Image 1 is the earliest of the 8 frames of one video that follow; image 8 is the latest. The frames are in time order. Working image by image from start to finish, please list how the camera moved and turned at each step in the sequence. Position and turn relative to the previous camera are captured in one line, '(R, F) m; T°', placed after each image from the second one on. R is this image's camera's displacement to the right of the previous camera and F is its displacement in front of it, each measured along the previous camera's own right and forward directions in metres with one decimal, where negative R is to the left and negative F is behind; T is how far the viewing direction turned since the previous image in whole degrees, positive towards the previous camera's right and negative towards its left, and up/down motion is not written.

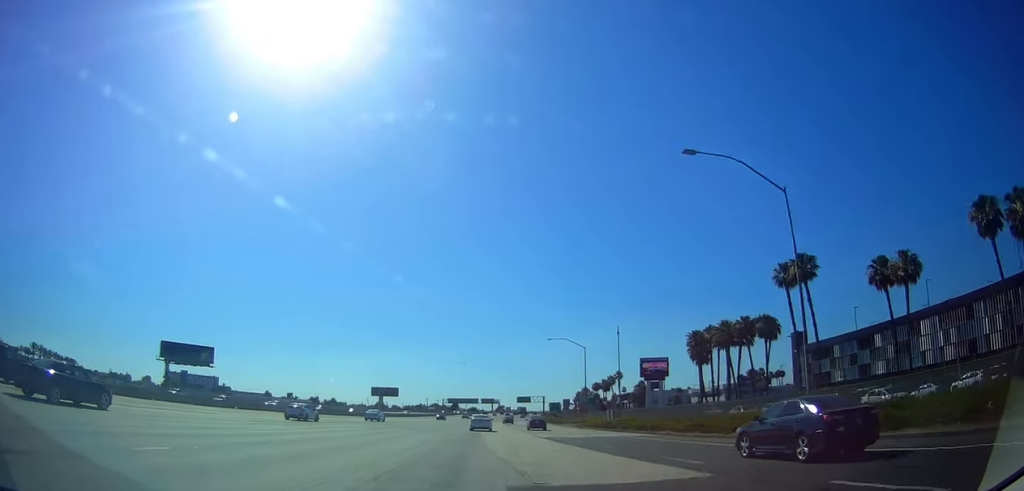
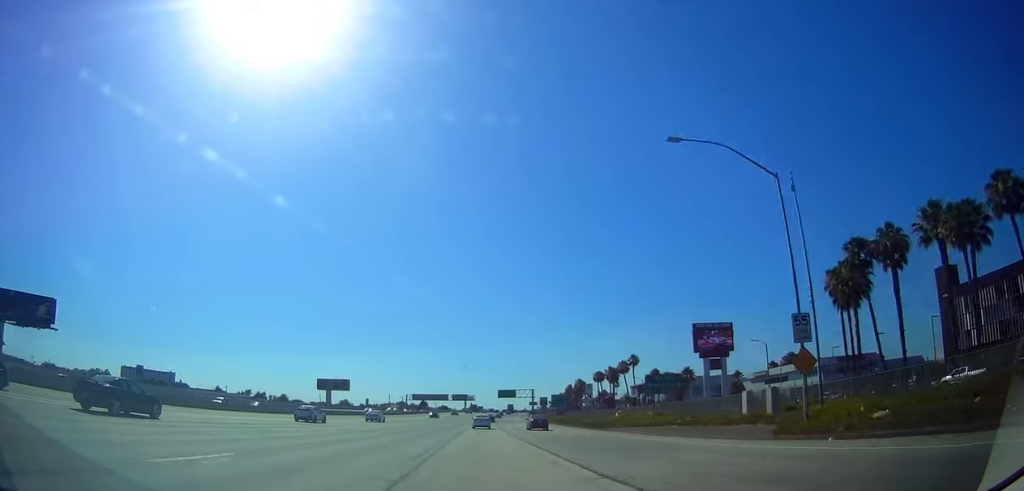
(0.0, +56.3) m; +1°
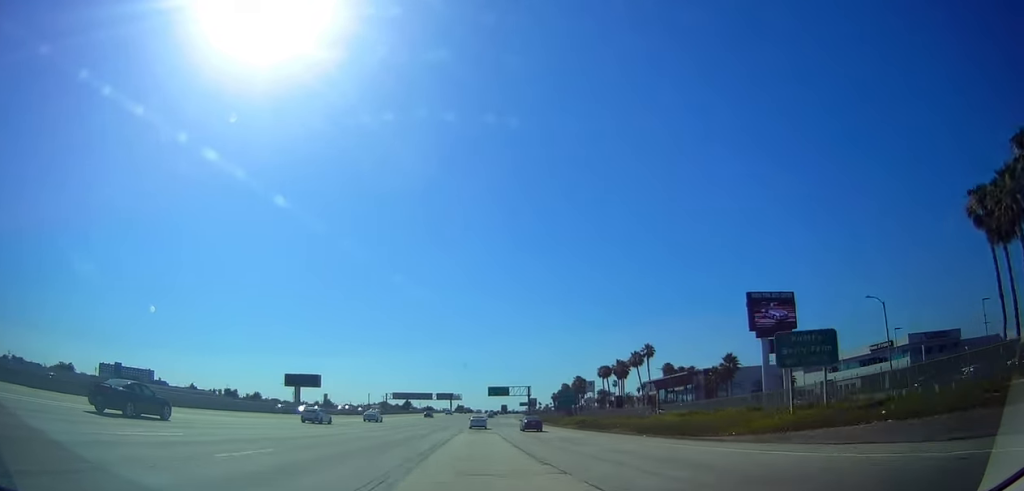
(+0.5, +26.6) m; +2°
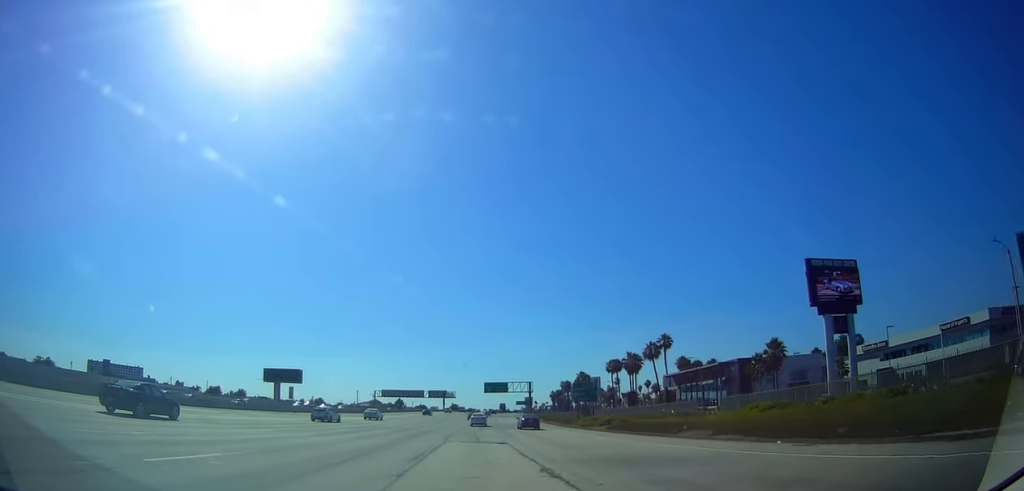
(+0.3, +17.1) m; +1°
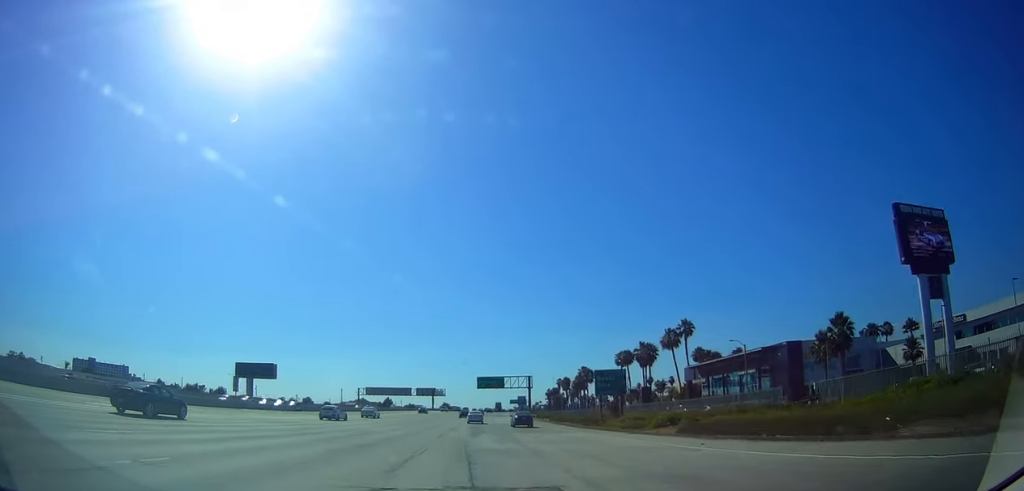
(0.0, +18.4) m; 0°
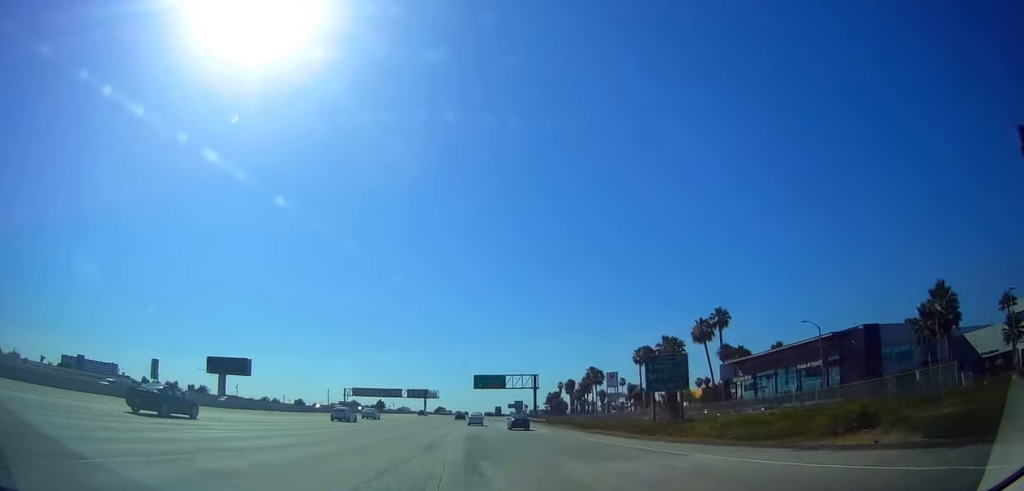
(0.0, +18.4) m; +1°
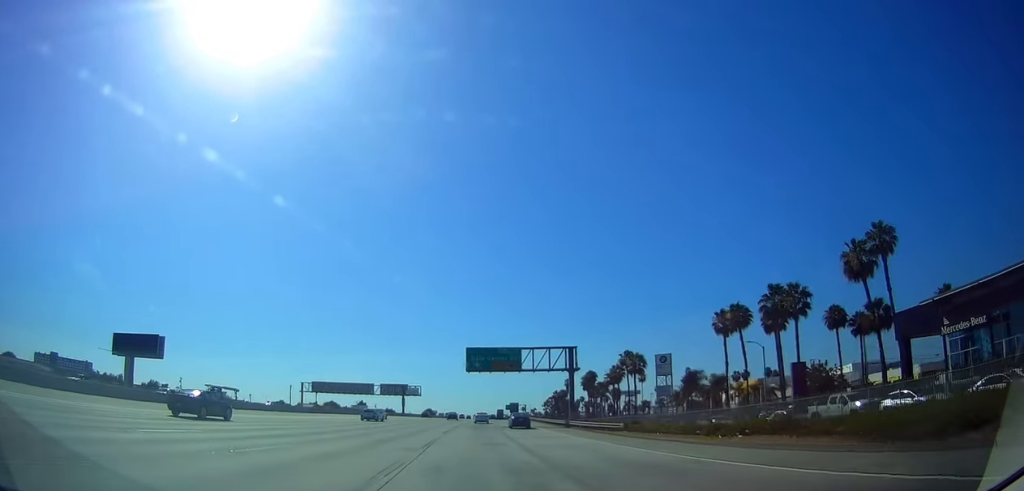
(+1.0, +45.4) m; +3°
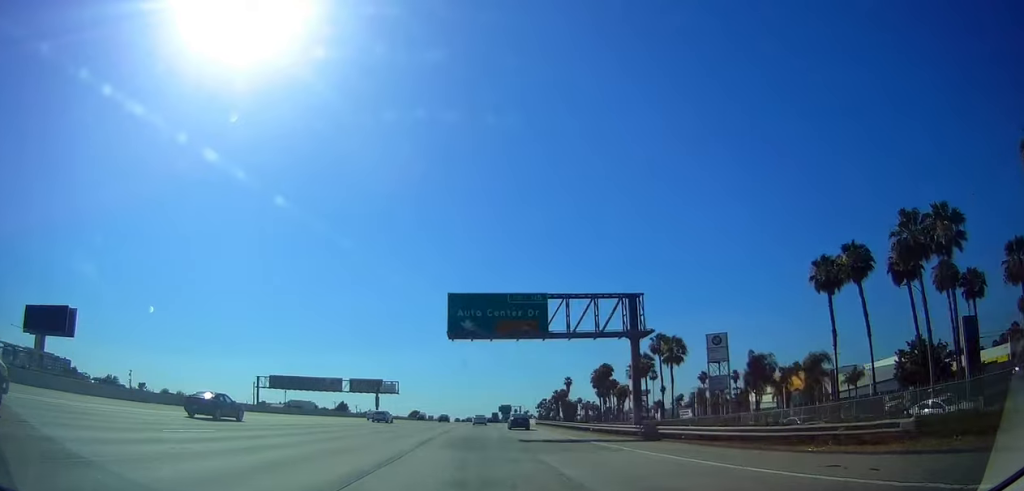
(+0.4, +27.9) m; 0°
